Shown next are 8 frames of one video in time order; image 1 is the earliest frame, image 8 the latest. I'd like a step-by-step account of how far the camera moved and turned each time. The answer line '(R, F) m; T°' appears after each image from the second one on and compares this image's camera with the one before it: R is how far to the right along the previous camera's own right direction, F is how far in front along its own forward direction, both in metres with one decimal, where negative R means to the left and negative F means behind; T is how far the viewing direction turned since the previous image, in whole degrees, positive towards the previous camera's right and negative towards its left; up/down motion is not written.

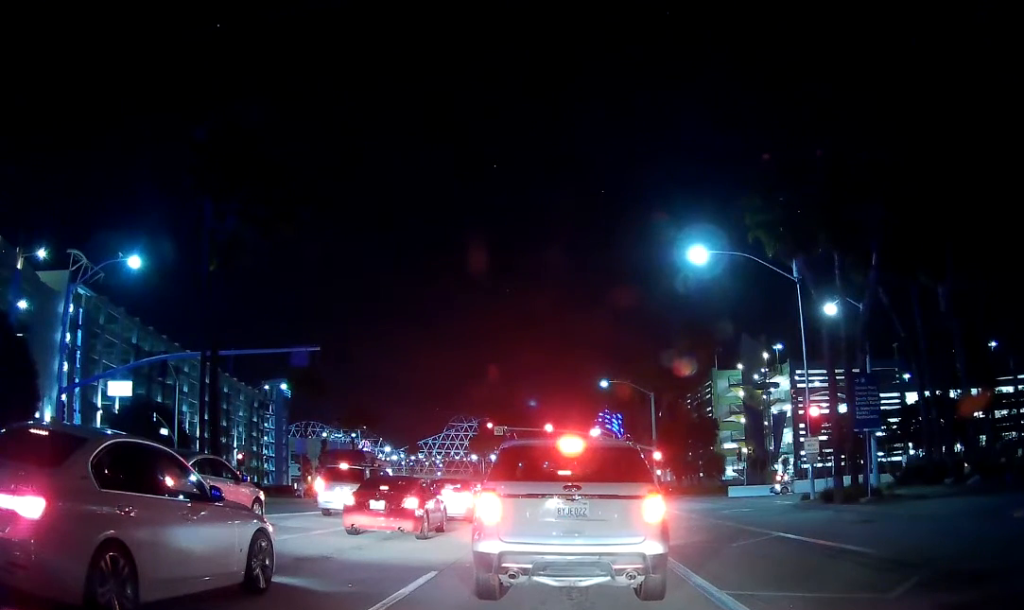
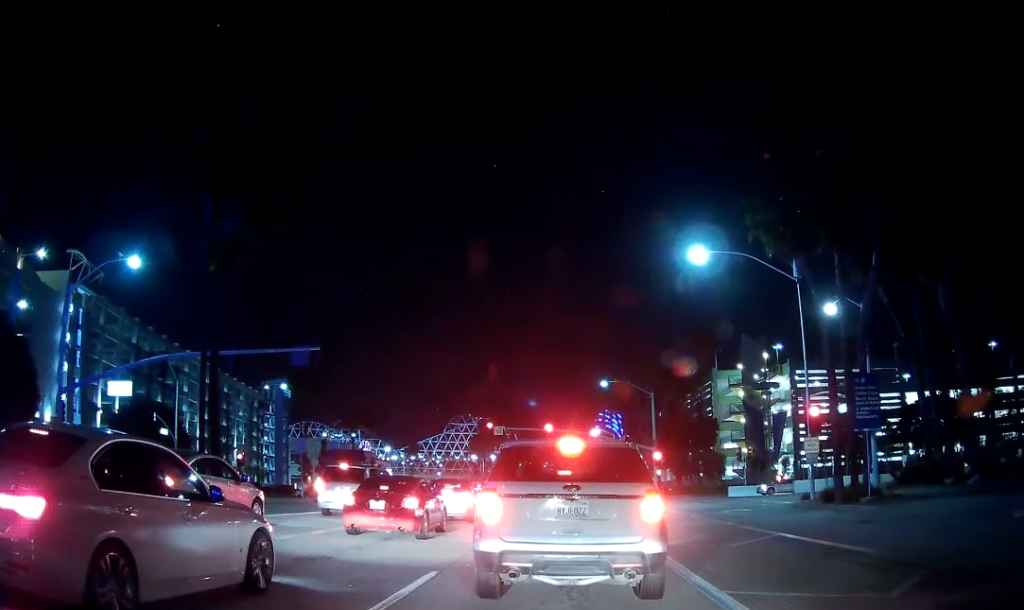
(0.0, 0.0) m; 0°
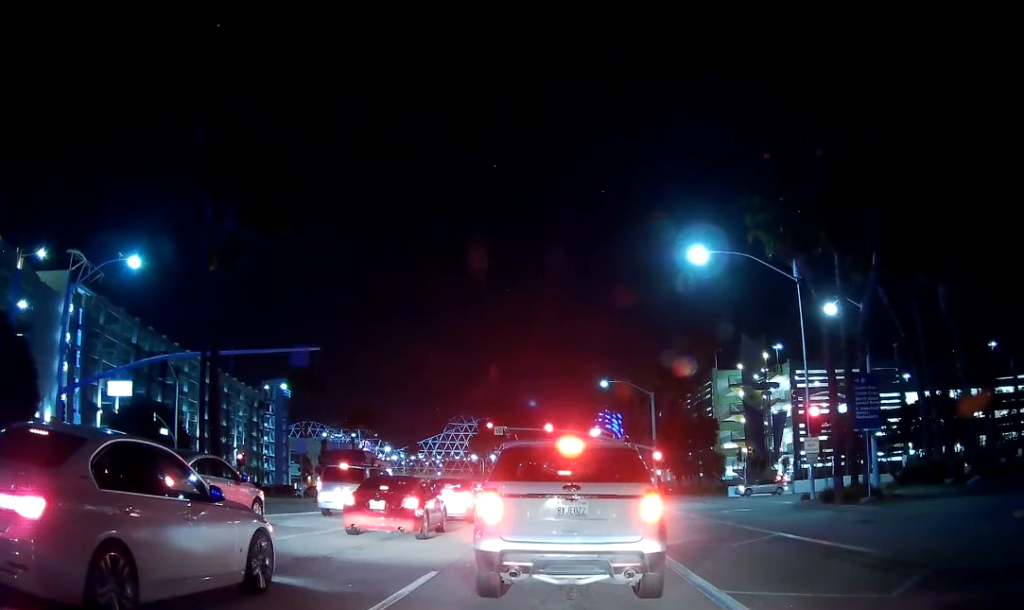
(0.0, 0.0) m; 0°
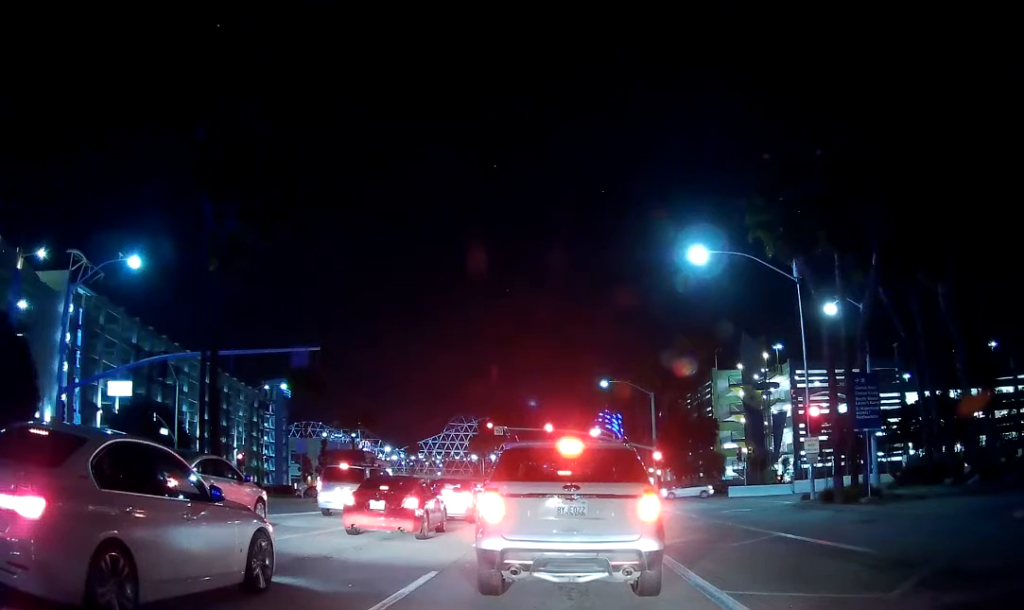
(0.0, 0.0) m; 0°
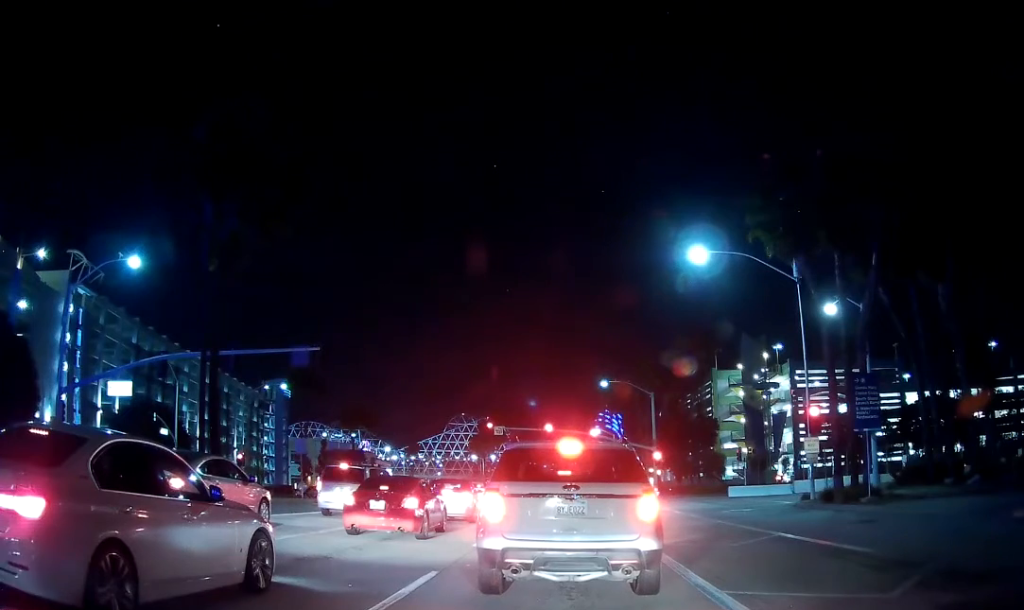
(0.0, 0.0) m; 0°
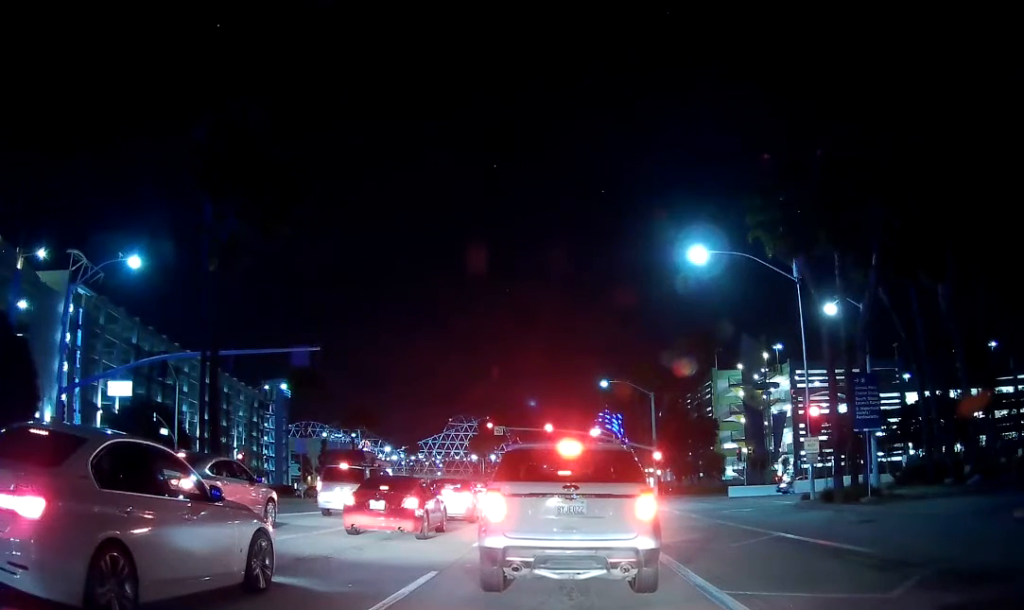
(0.0, 0.0) m; 0°
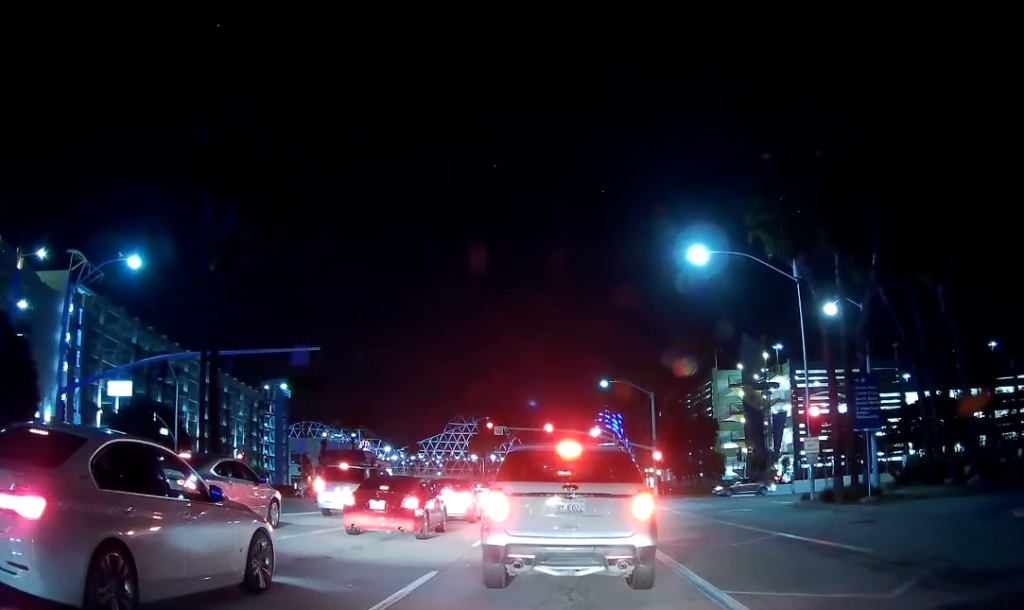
(0.0, 0.0) m; 0°
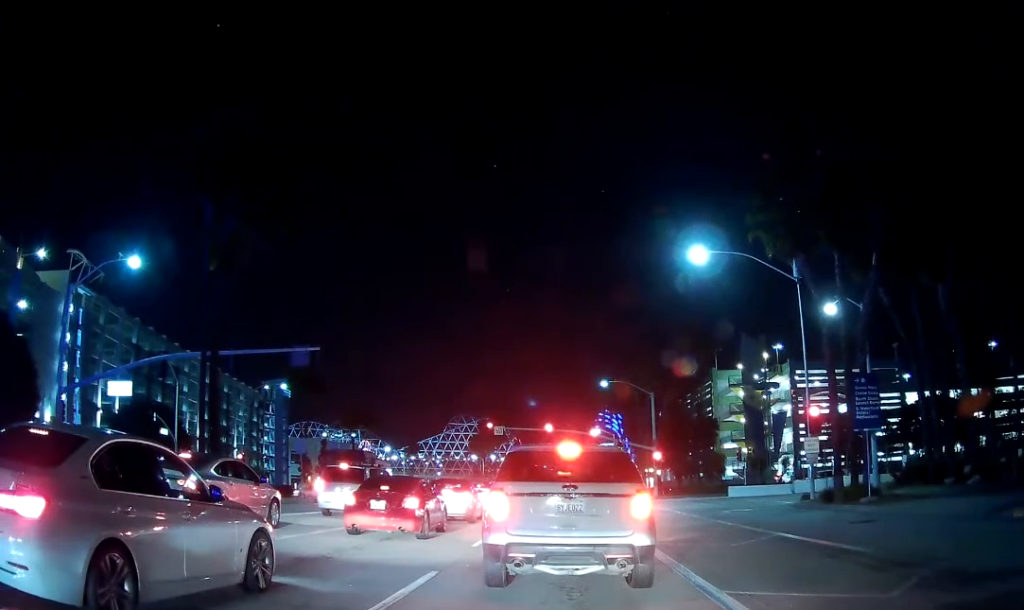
(0.0, 0.0) m; 0°
